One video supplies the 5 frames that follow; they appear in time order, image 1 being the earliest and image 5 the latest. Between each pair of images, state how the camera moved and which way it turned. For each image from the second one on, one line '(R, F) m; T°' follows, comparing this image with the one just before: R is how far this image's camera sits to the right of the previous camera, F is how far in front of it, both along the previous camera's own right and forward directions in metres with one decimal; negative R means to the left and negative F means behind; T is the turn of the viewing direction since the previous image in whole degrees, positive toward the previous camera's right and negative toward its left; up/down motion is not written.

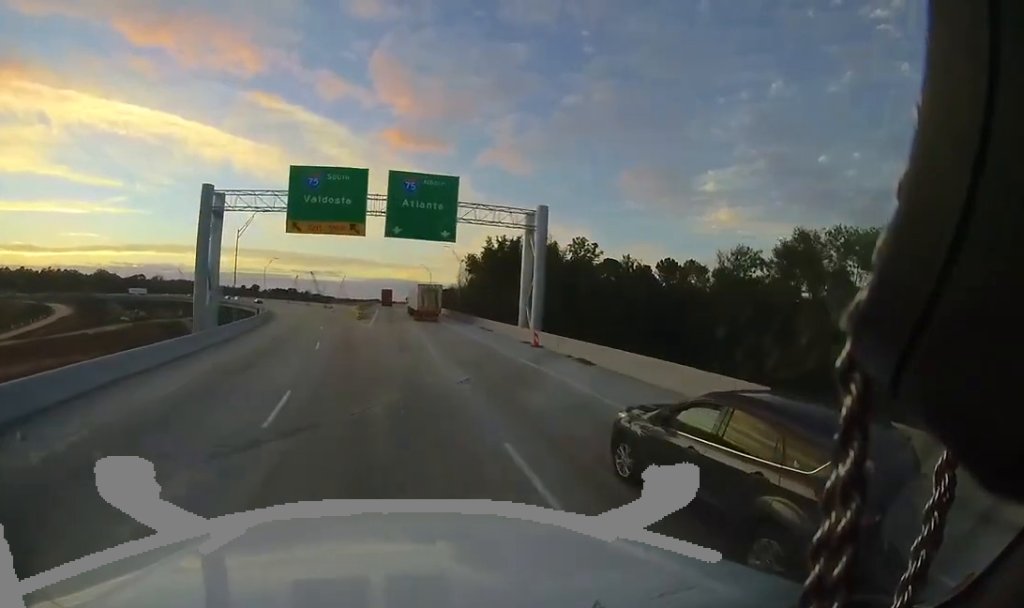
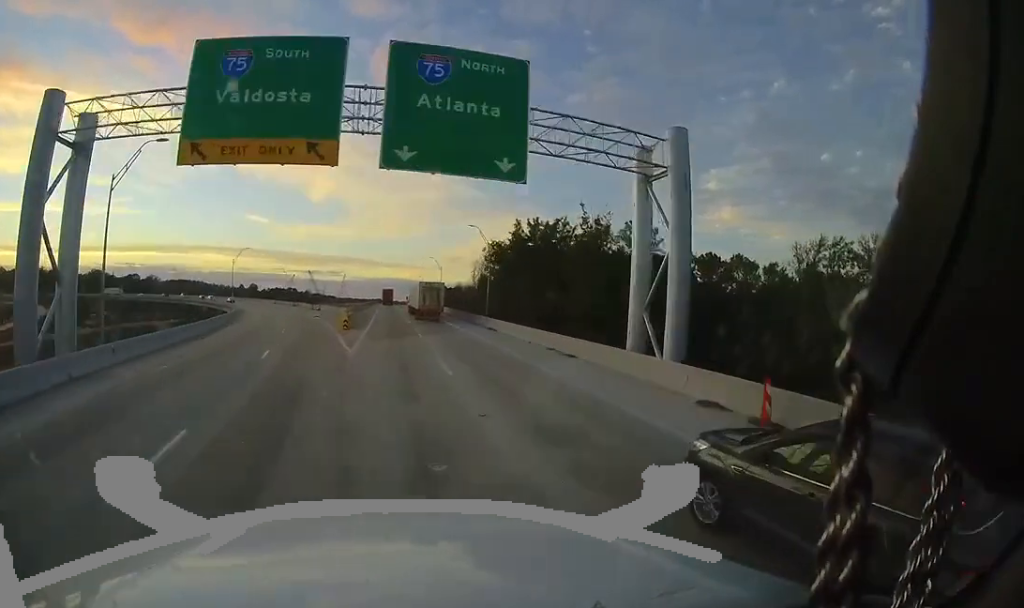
(0.0, +15.1) m; 0°
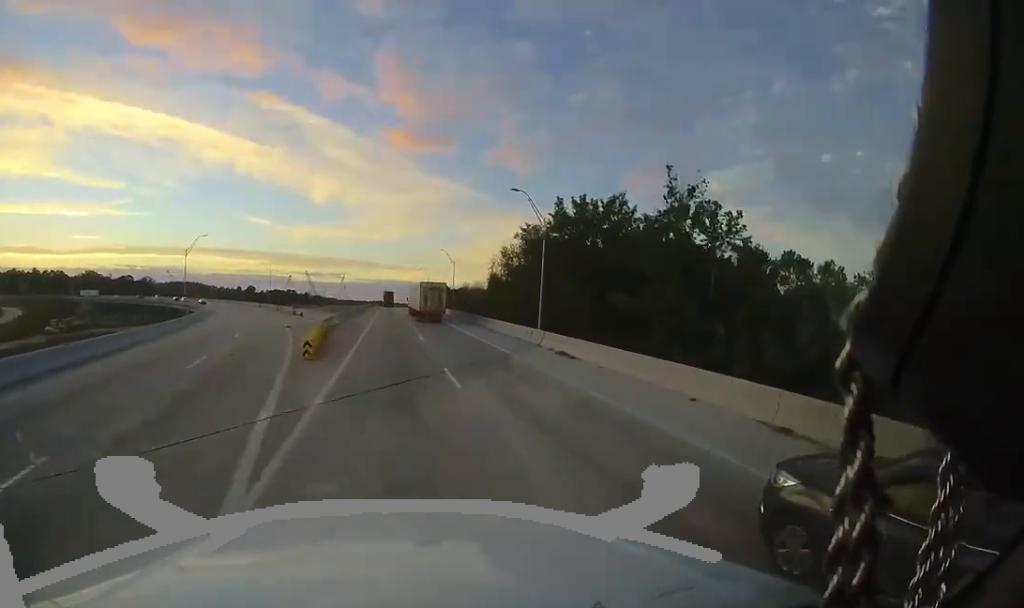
(0.0, +13.6) m; 0°
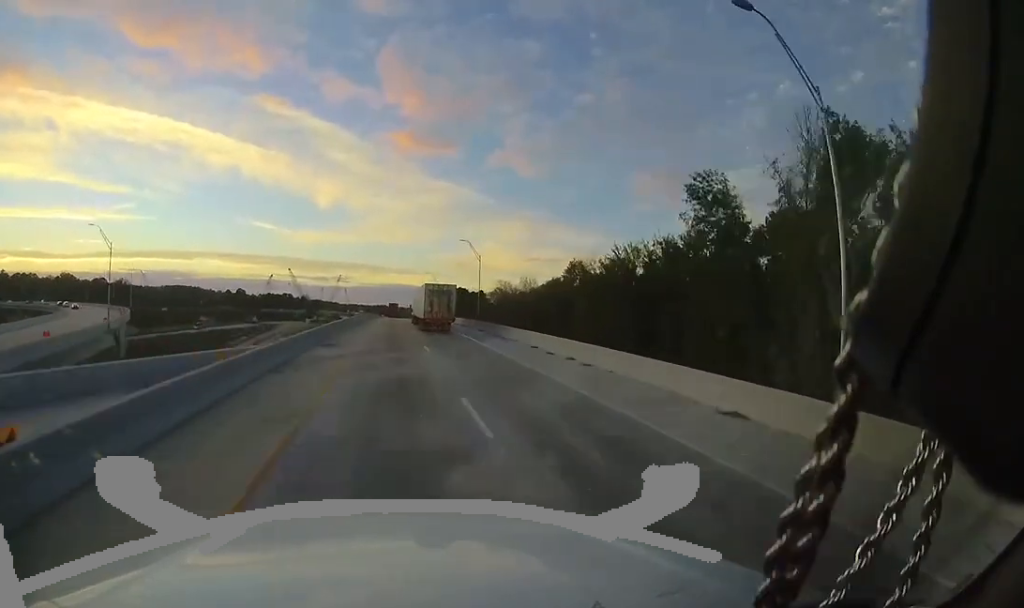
(-0.7, +52.6) m; -2°
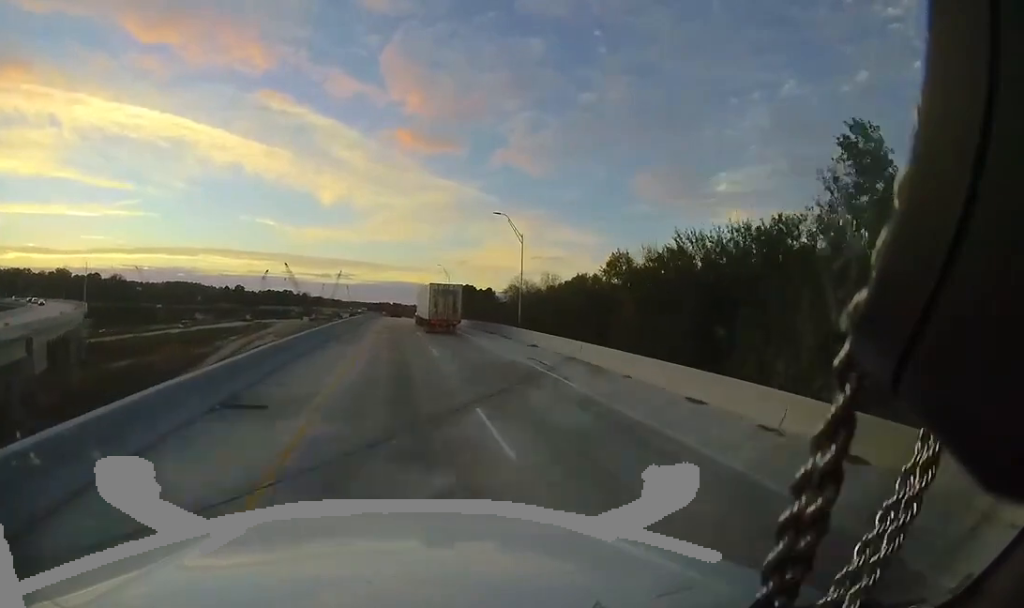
(-0.1, +13.4) m; 0°
